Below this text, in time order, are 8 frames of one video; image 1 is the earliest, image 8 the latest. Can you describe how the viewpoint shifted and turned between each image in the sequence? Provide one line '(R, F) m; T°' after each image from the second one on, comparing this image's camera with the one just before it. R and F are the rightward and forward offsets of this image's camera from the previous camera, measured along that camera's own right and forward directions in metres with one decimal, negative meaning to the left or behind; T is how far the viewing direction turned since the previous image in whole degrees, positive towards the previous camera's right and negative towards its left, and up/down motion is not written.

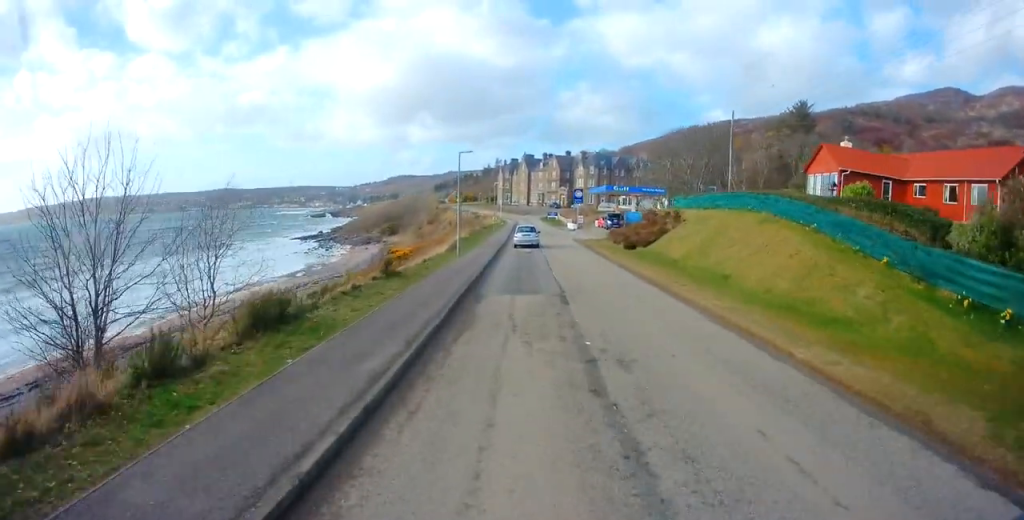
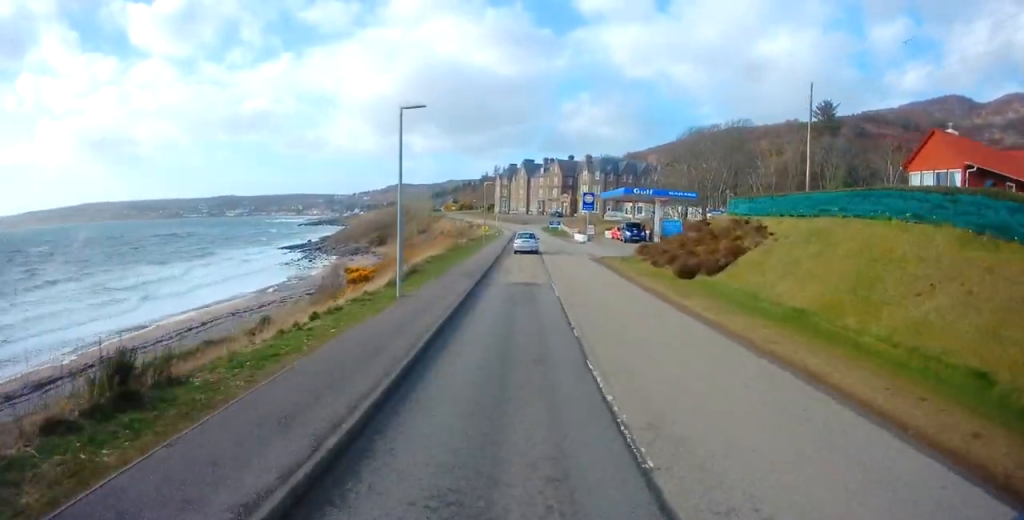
(0.0, +12.6) m; 0°
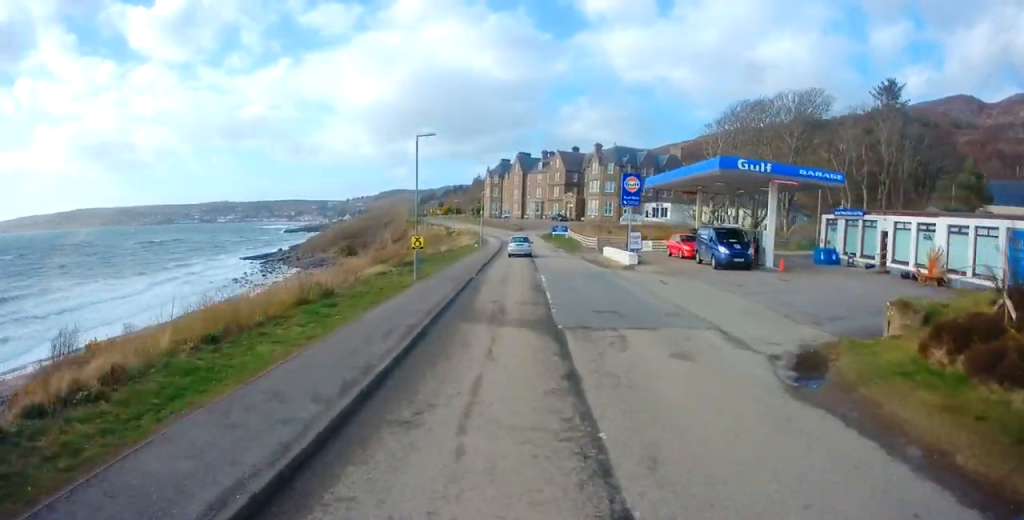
(+0.2, +27.3) m; 0°
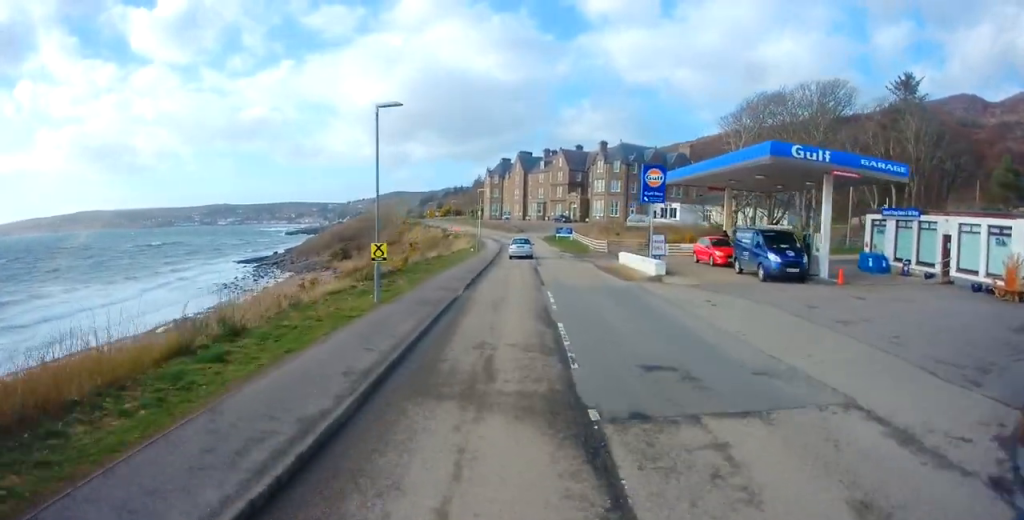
(0.0, +5.5) m; -1°
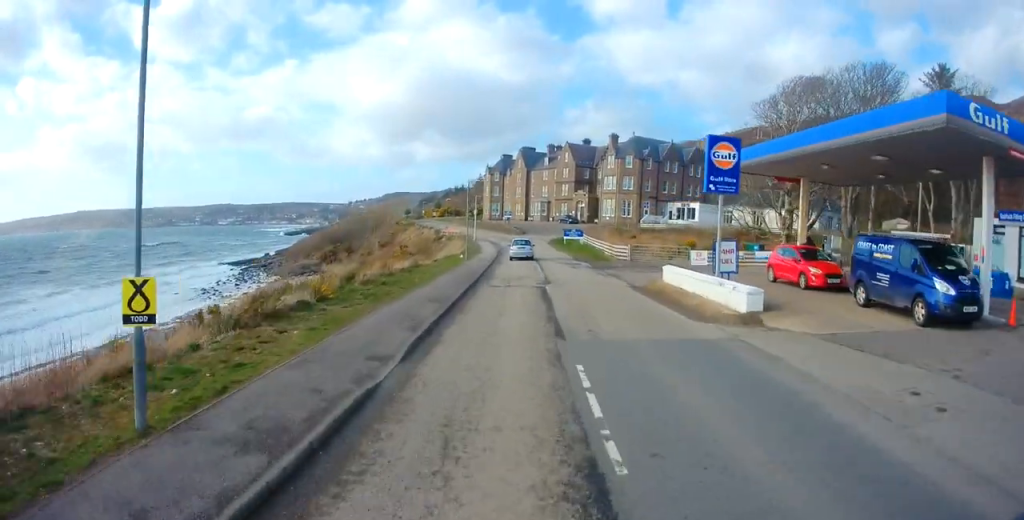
(-0.1, +9.9) m; 0°
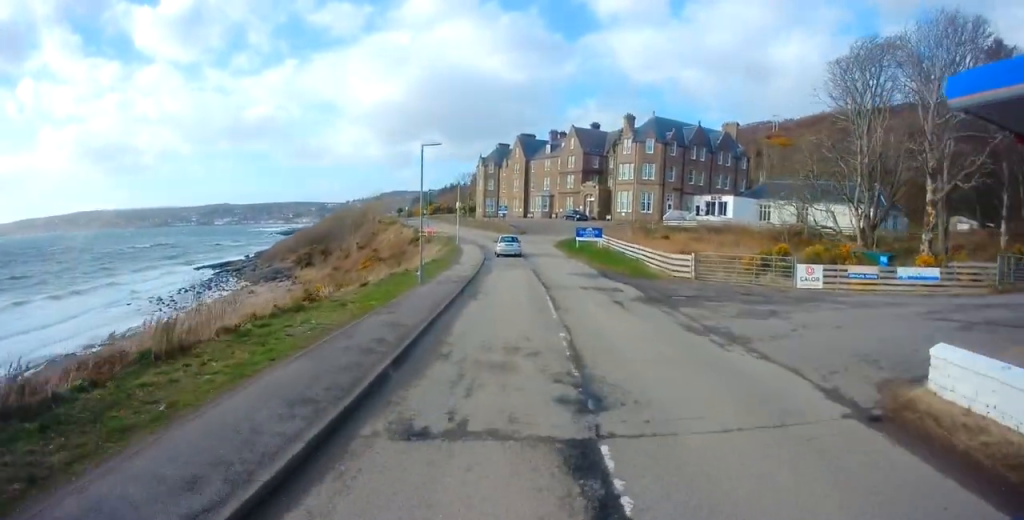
(0.0, +15.0) m; 0°
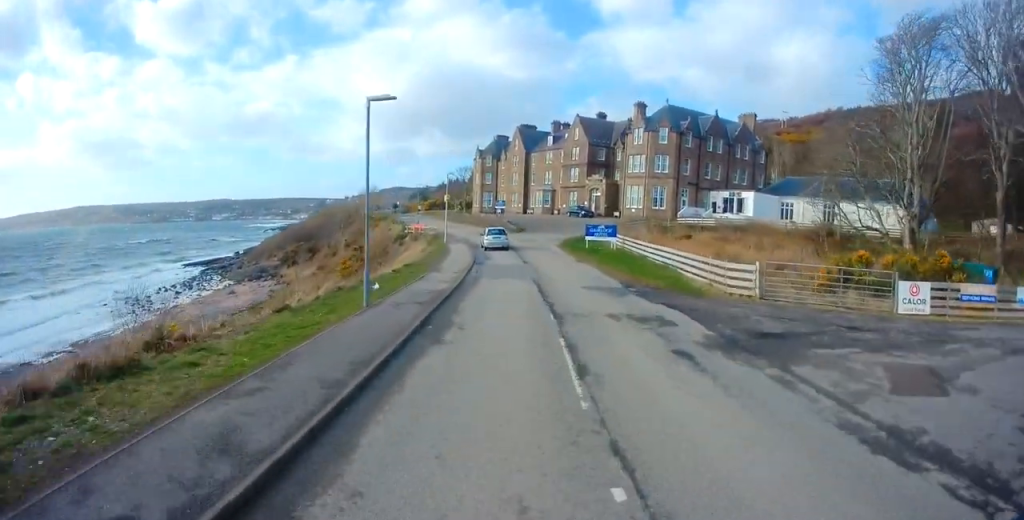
(+0.1, +7.3) m; 0°
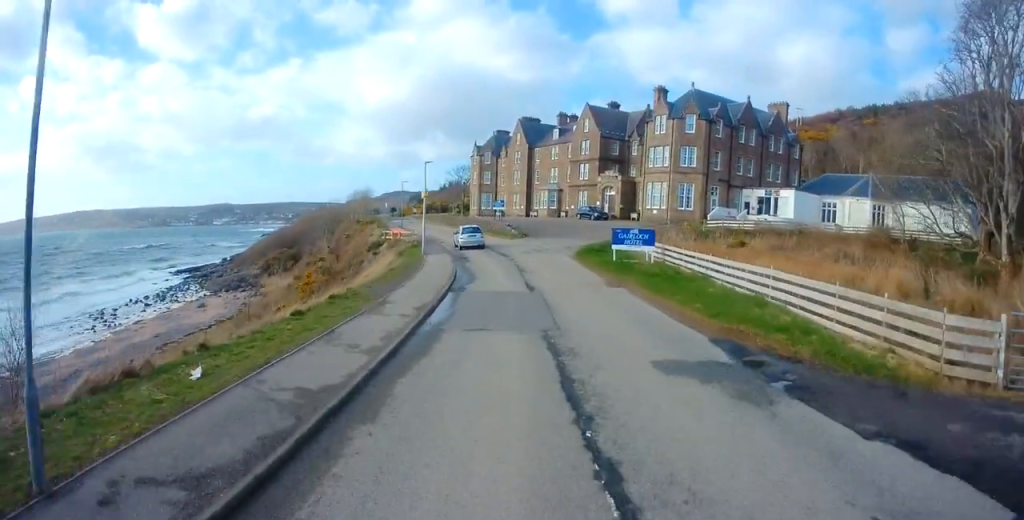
(-0.1, +10.3) m; 0°
